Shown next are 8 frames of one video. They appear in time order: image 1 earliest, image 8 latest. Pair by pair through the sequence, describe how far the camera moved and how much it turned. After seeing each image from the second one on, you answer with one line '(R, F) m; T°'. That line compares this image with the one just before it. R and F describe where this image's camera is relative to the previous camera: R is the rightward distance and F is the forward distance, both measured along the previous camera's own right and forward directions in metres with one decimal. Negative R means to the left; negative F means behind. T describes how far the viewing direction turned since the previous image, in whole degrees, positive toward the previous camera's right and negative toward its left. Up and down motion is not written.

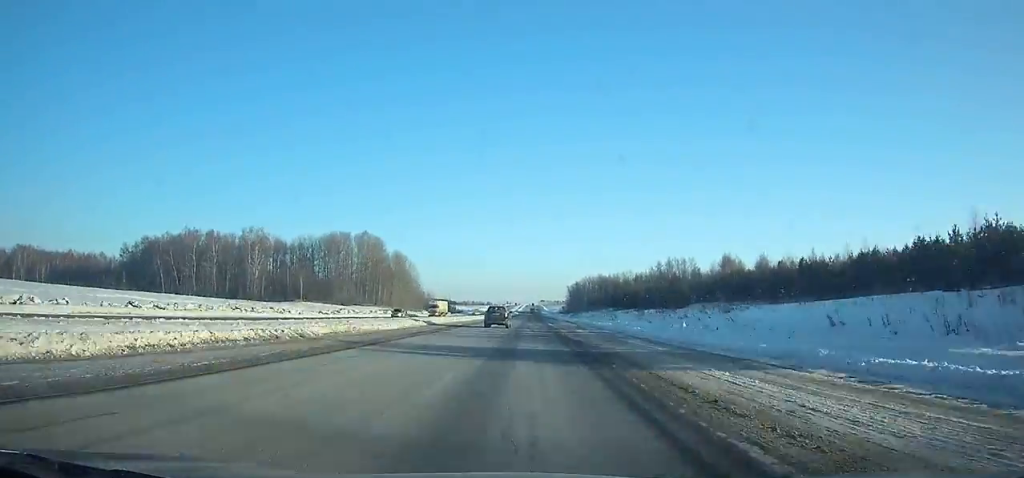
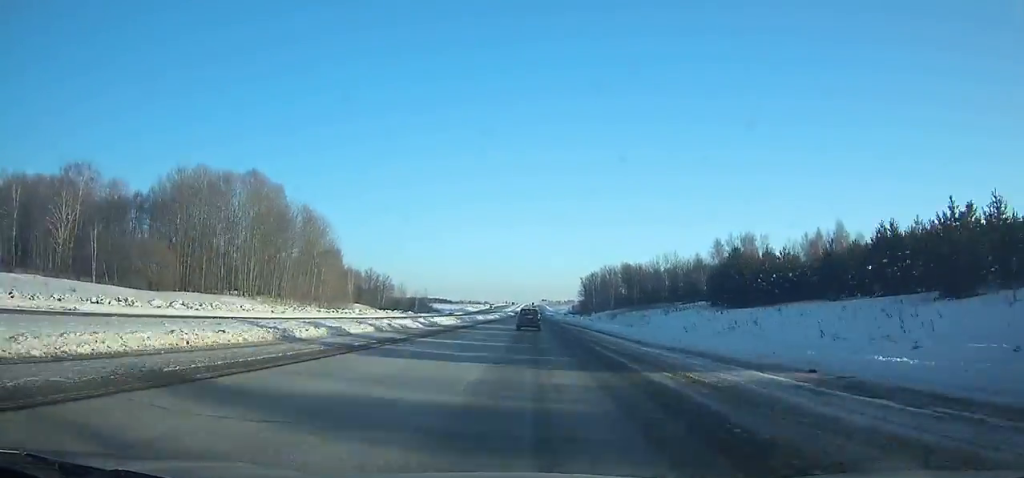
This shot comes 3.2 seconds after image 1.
(+0.1, +83.1) m; 0°
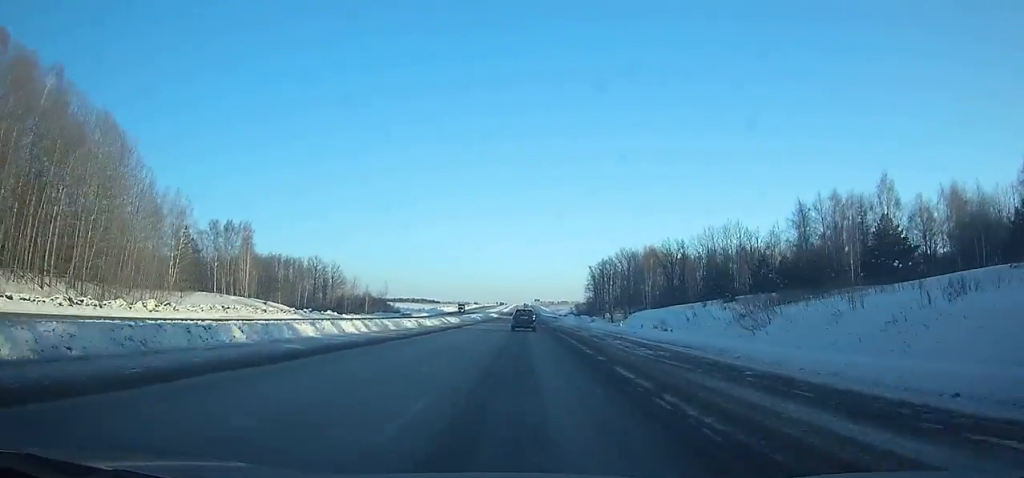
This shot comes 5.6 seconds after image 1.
(+0.2, +63.1) m; 0°
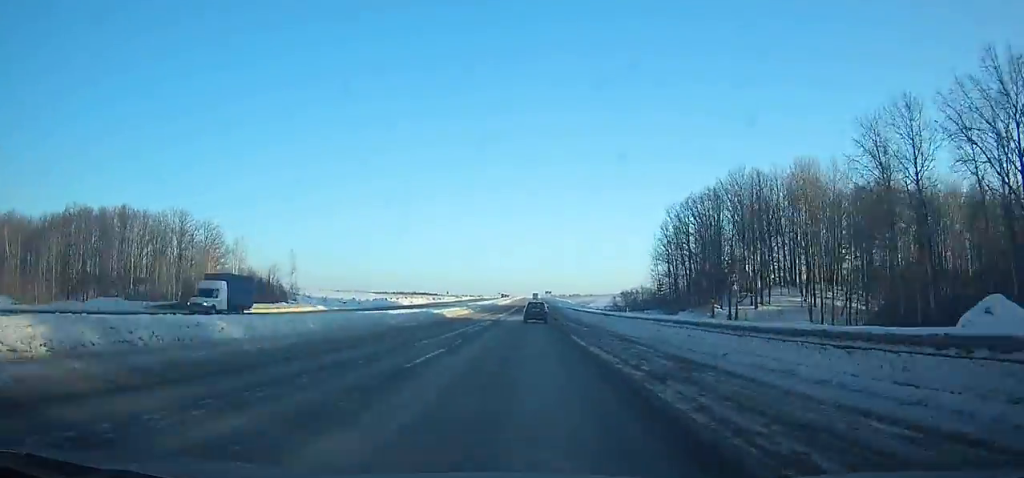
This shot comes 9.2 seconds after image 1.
(-0.2, +95.3) m; 0°
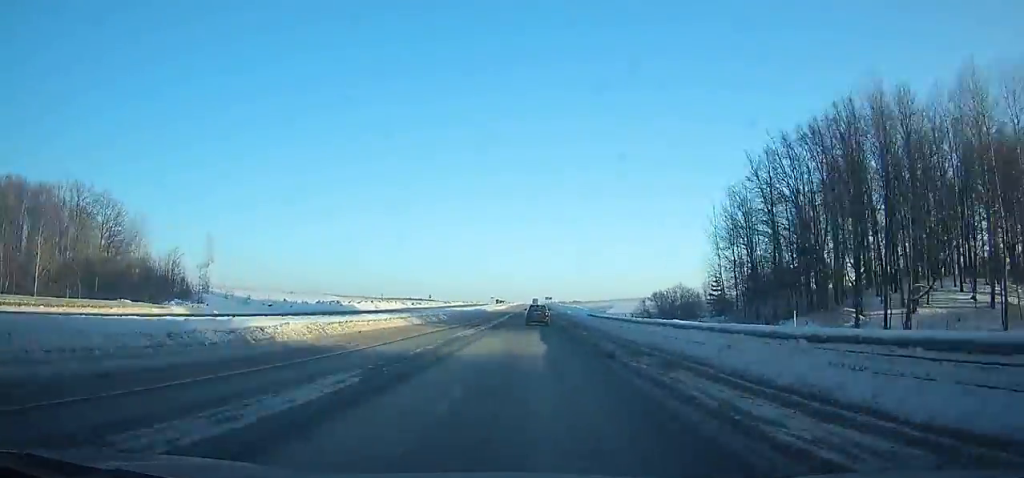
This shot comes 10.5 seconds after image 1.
(0.0, +34.7) m; 0°
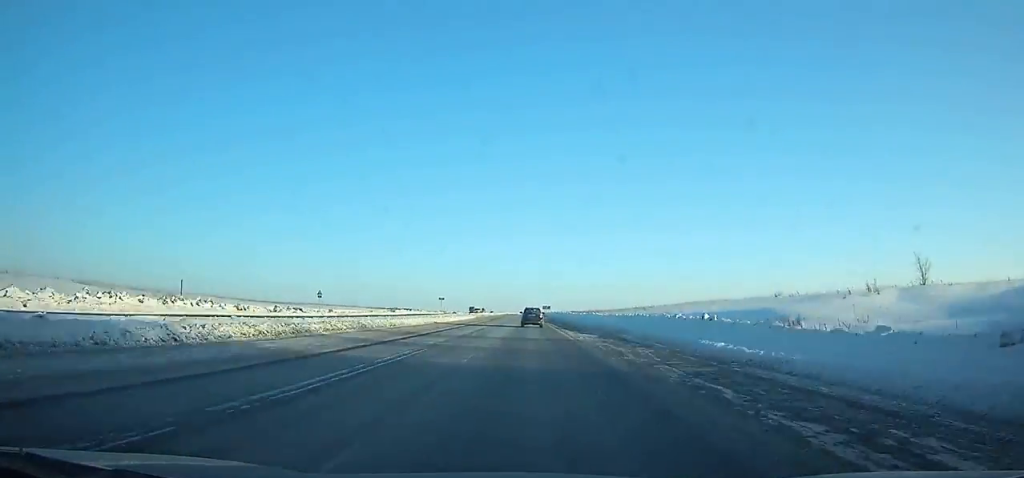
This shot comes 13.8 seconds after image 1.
(+0.3, +88.4) m; 0°
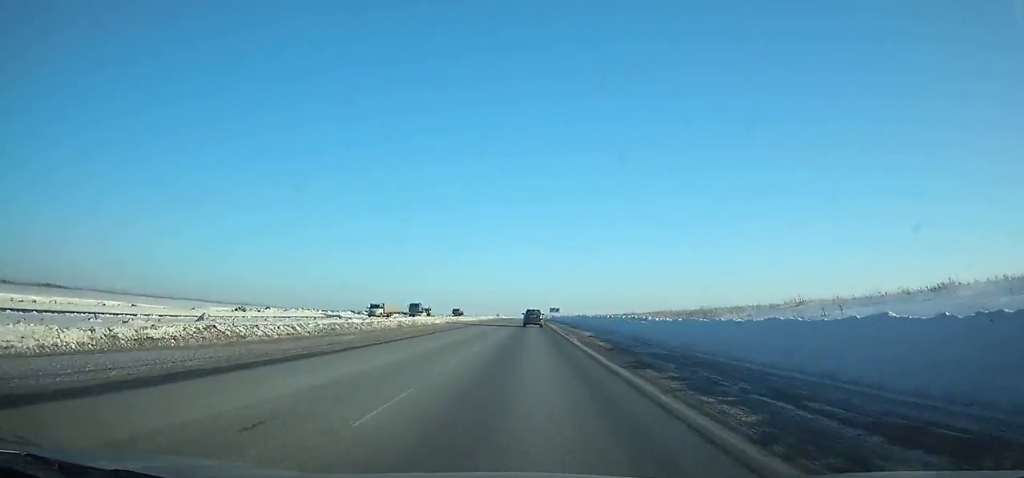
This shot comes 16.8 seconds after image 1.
(0.0, +81.1) m; 0°
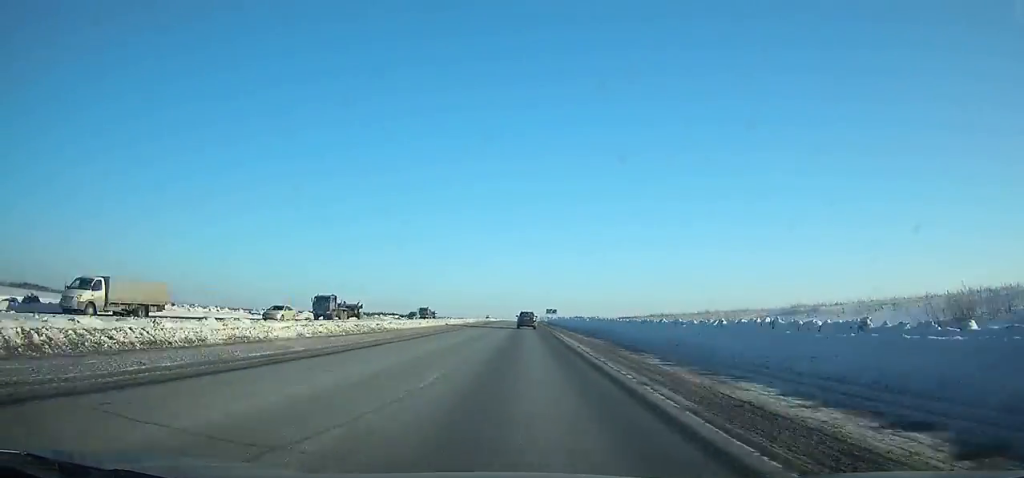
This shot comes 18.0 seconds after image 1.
(0.0, +32.7) m; 0°
